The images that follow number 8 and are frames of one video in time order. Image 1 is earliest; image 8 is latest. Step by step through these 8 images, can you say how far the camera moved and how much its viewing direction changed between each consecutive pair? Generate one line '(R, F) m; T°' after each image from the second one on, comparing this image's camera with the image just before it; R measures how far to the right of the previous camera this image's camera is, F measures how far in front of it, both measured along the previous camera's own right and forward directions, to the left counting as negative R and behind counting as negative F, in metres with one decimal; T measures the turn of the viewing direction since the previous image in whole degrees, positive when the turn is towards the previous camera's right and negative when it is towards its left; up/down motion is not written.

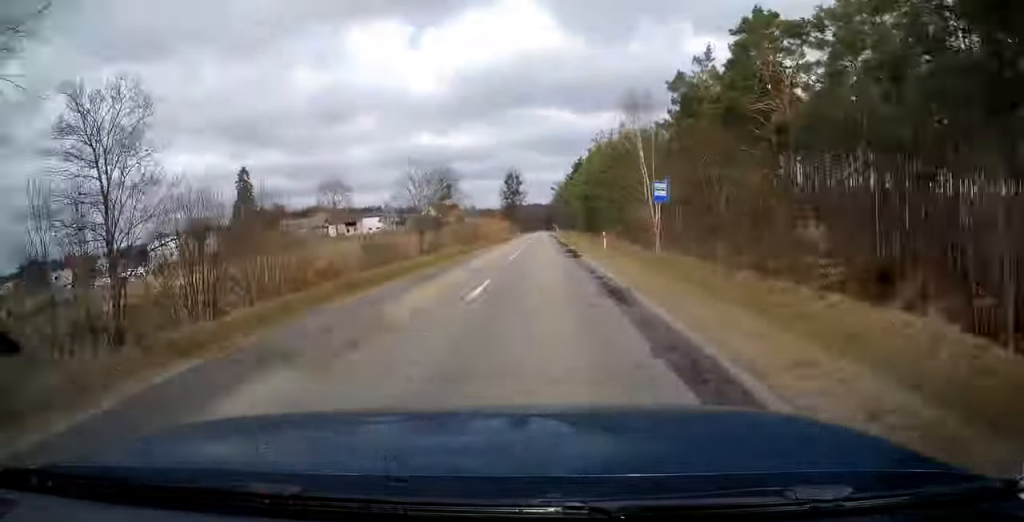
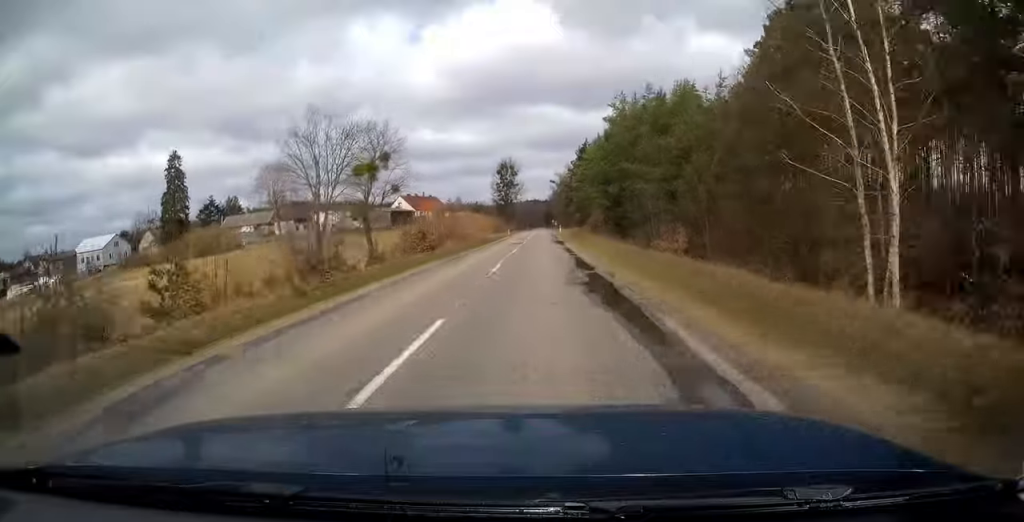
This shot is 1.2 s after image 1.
(+0.2, +32.3) m; 0°
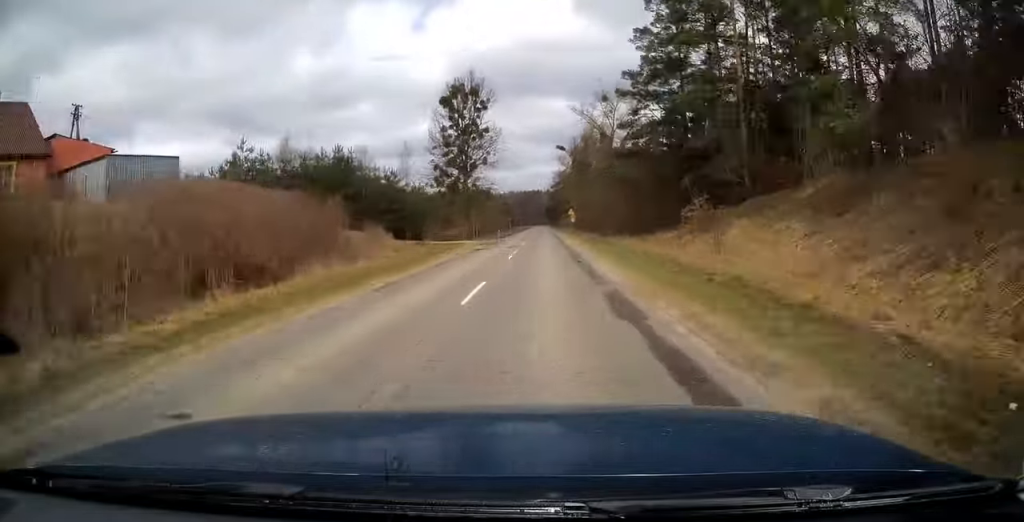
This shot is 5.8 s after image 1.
(-0.9, +122.5) m; 0°
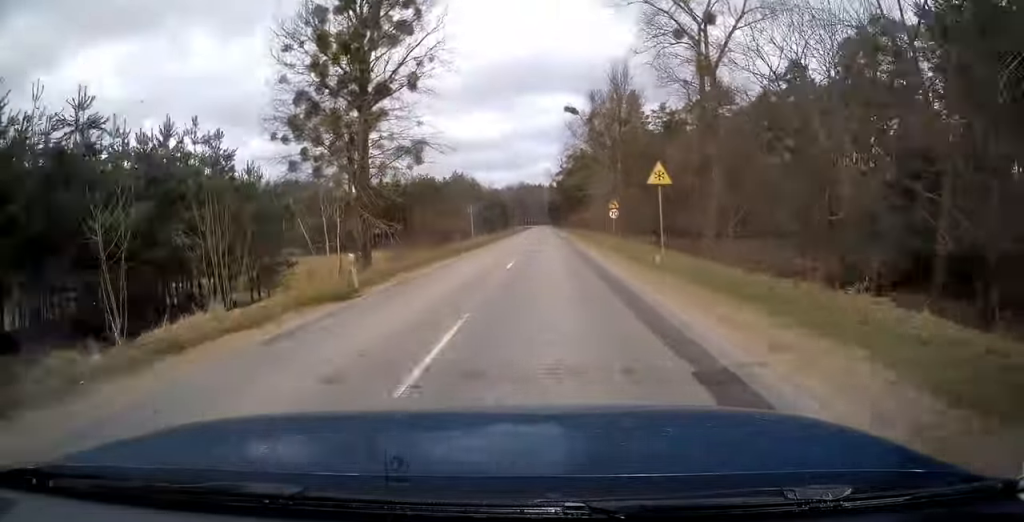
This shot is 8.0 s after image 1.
(+0.1, +57.2) m; 0°
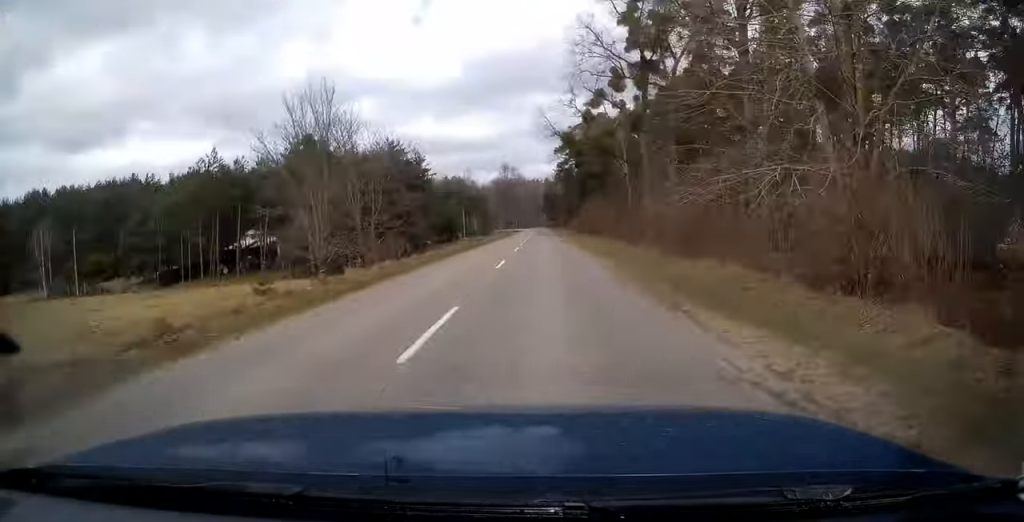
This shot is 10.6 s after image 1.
(+0.2, +62.8) m; 0°
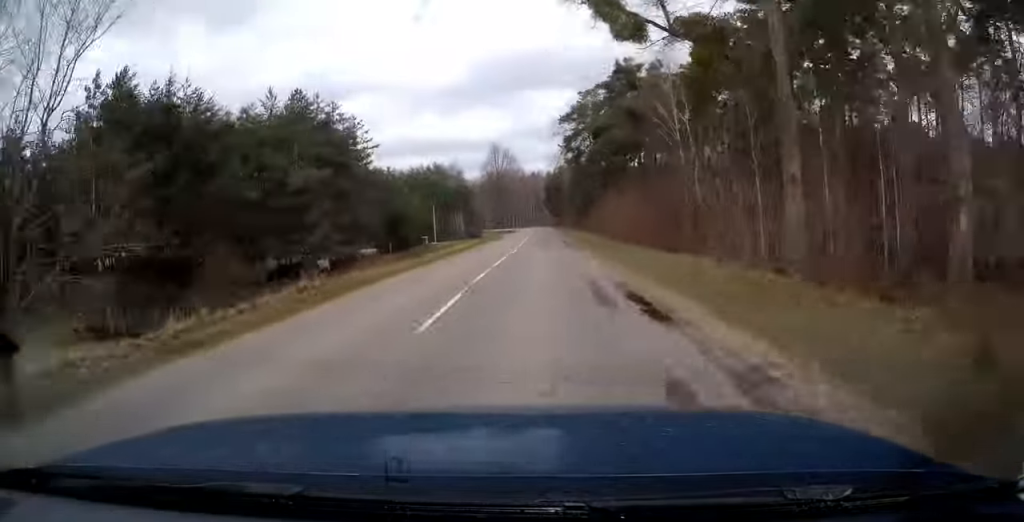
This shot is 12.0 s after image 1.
(0.0, +34.5) m; 0°
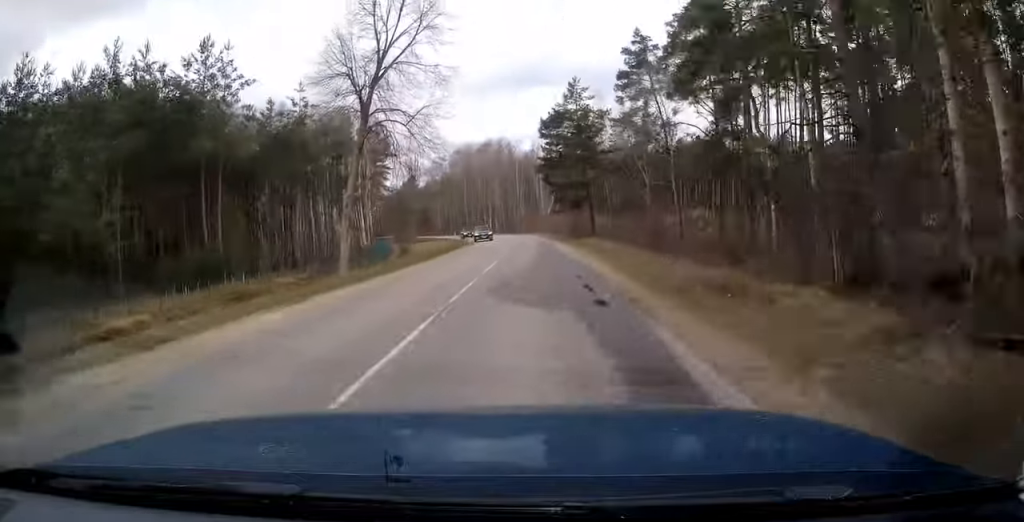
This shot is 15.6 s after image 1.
(-0.4, +80.6) m; -2°
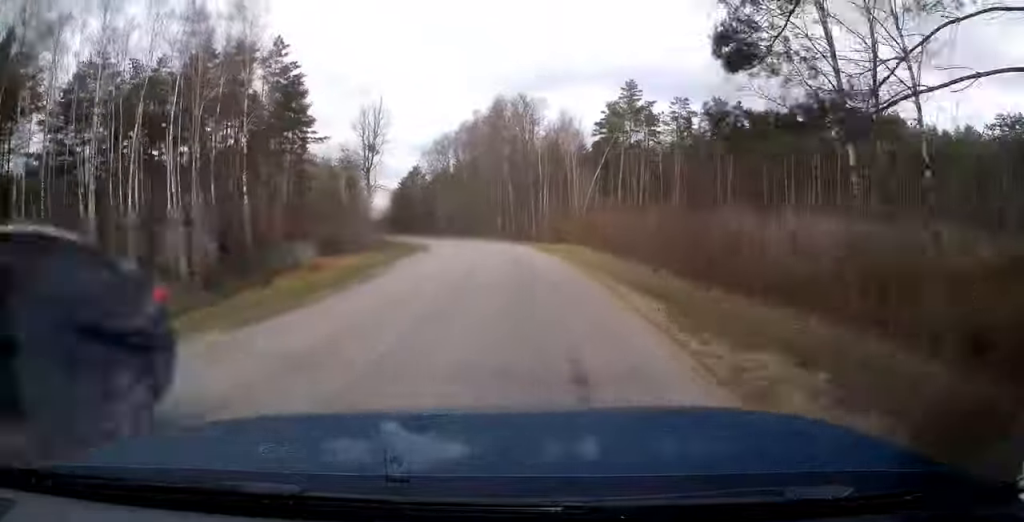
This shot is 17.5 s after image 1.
(-0.6, +42.0) m; -4°
